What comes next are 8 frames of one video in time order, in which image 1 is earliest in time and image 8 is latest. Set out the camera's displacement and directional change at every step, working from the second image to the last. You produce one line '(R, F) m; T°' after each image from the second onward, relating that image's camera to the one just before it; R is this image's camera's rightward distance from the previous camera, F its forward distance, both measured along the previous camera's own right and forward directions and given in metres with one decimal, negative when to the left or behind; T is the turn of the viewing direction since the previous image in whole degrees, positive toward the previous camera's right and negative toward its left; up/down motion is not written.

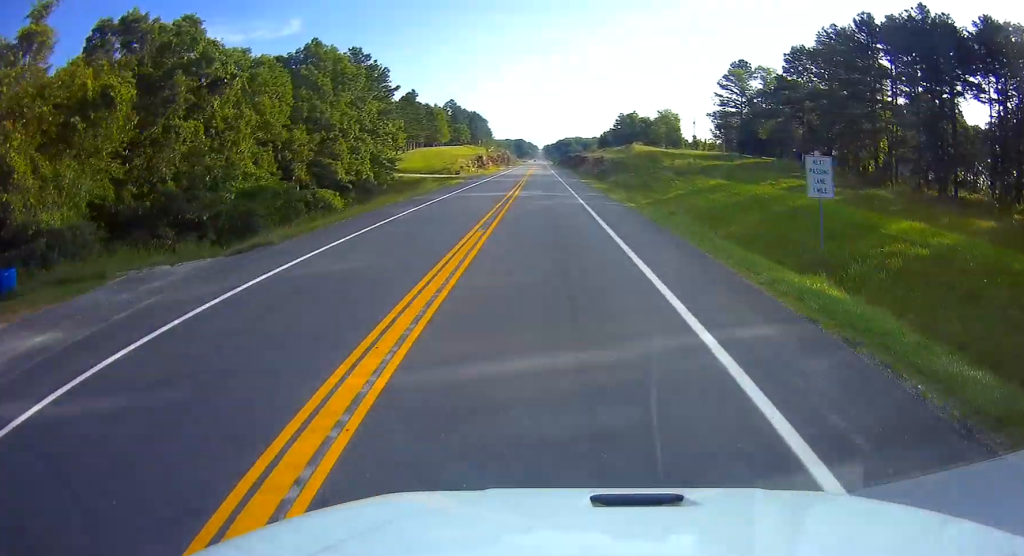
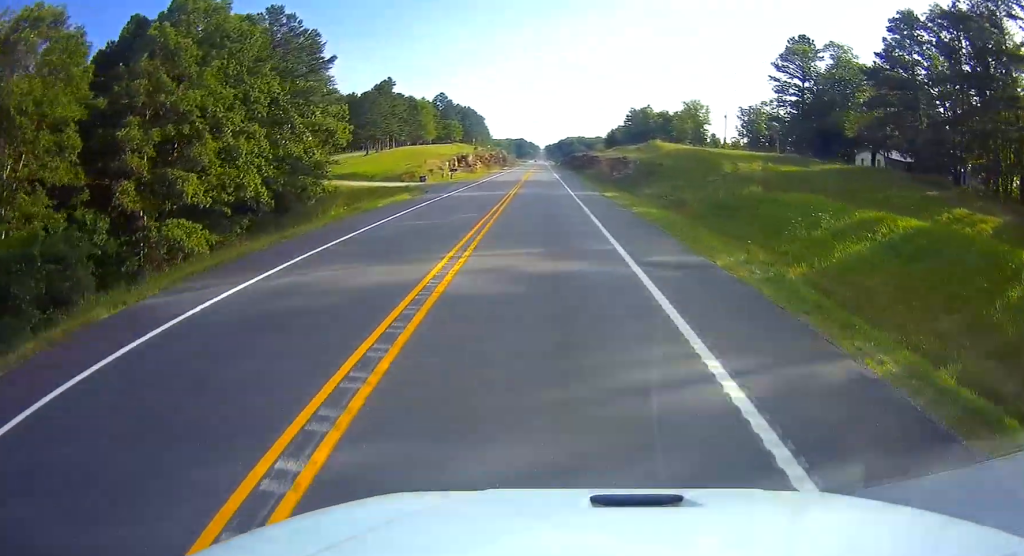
(0.0, +26.3) m; 0°
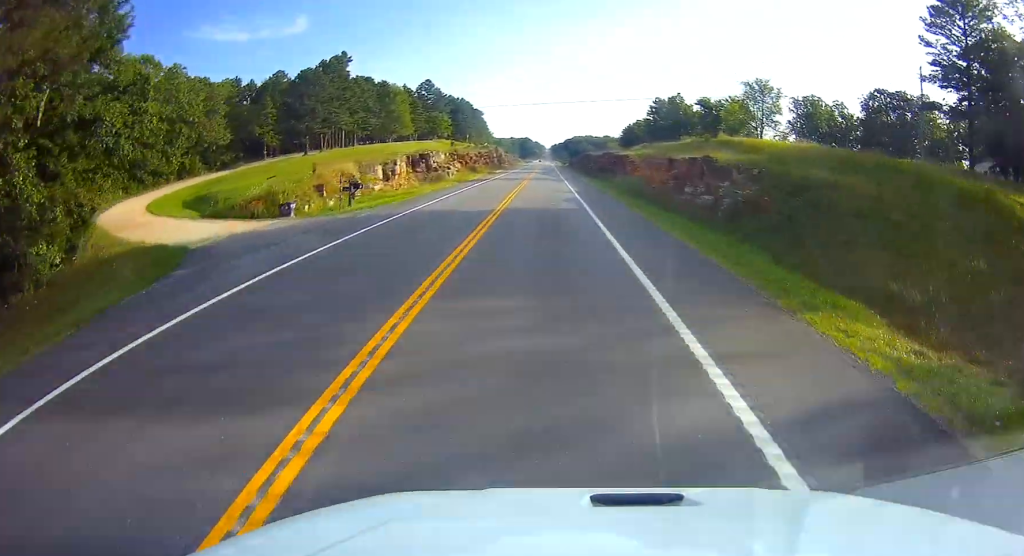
(0.0, +35.4) m; 0°
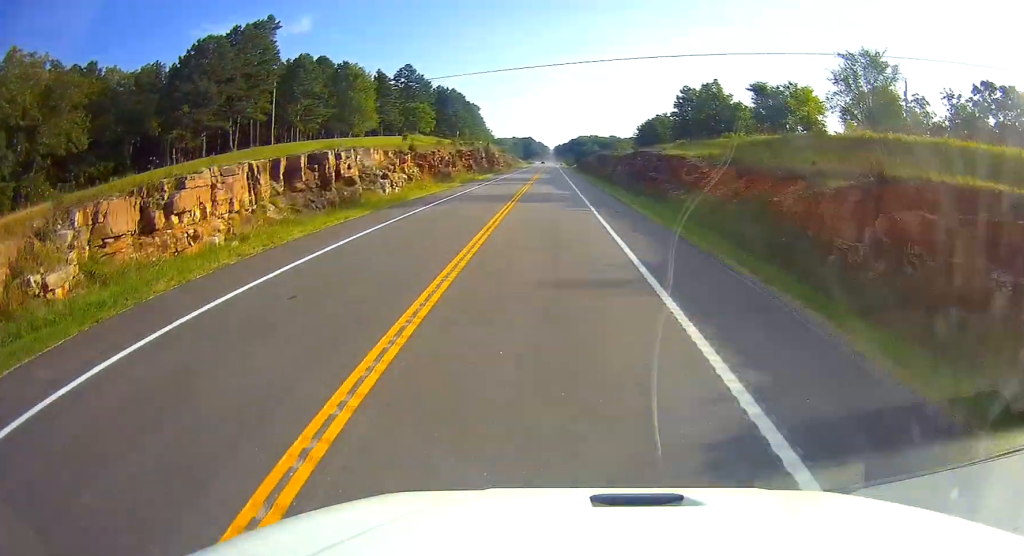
(0.0, +30.4) m; -1°
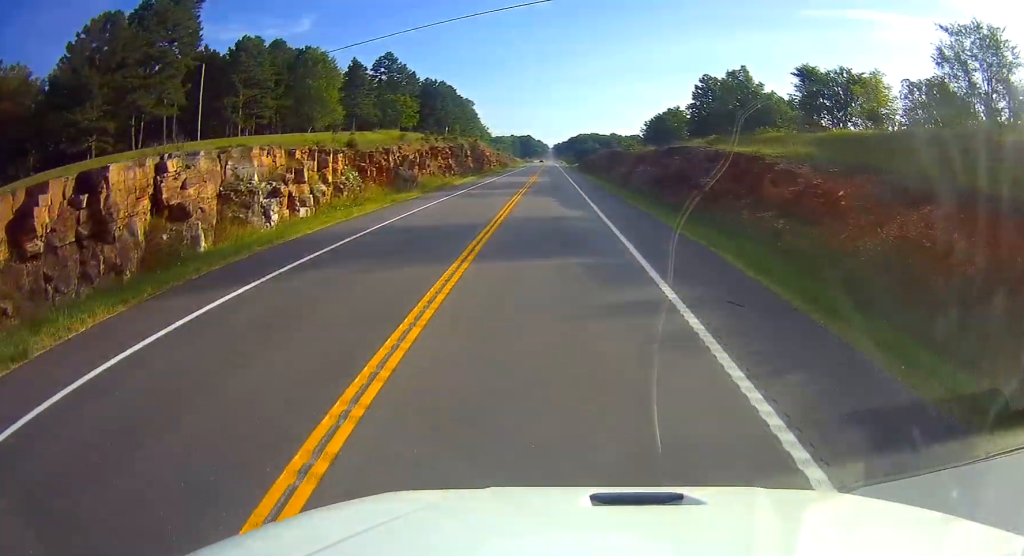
(-0.2, +18.2) m; 0°
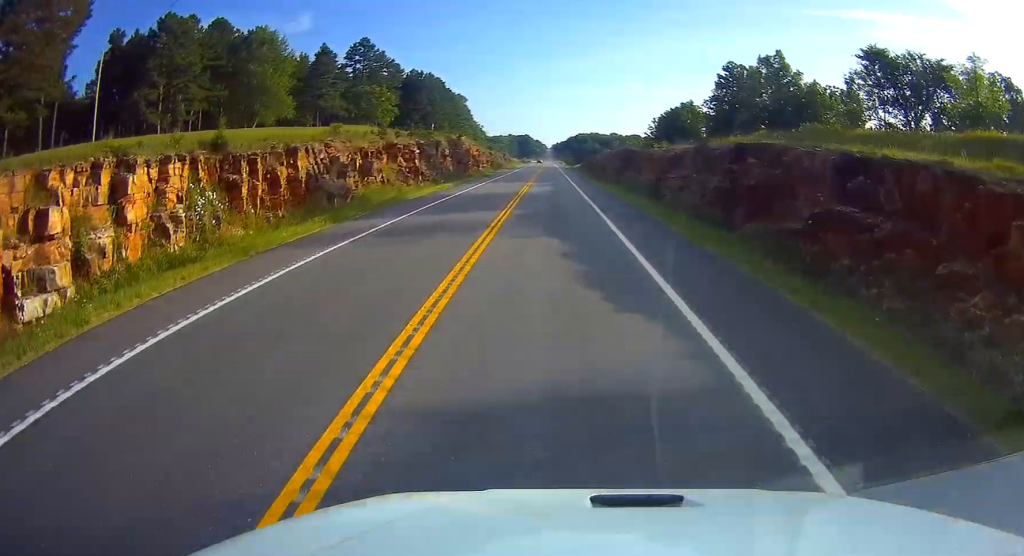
(-0.4, +17.2) m; 0°
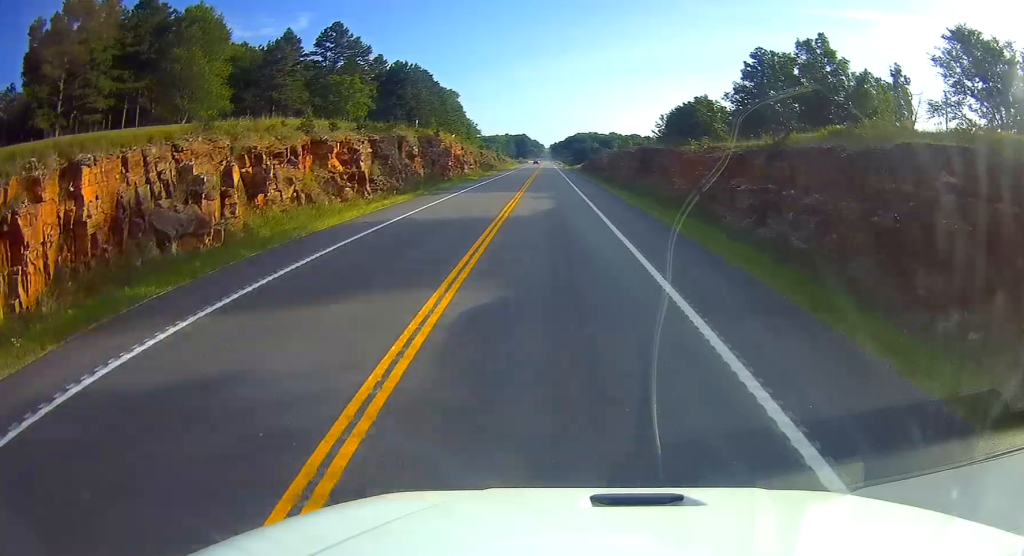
(+0.2, +15.2) m; +1°
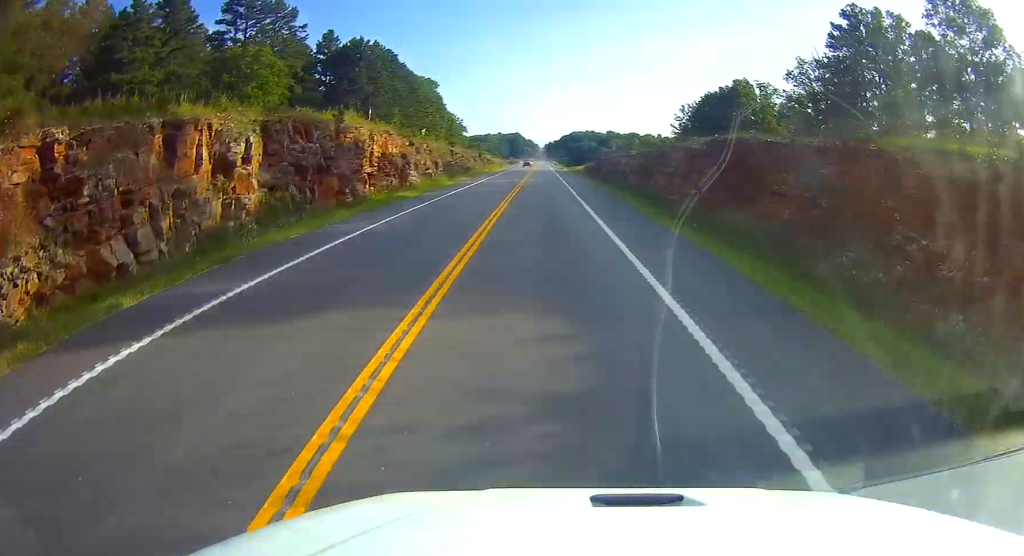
(+0.4, +30.3) m; +1°
